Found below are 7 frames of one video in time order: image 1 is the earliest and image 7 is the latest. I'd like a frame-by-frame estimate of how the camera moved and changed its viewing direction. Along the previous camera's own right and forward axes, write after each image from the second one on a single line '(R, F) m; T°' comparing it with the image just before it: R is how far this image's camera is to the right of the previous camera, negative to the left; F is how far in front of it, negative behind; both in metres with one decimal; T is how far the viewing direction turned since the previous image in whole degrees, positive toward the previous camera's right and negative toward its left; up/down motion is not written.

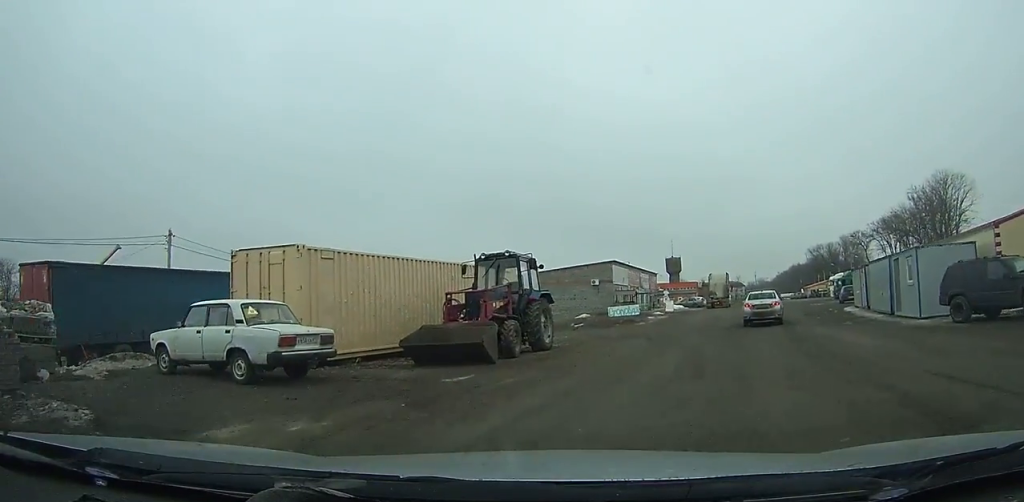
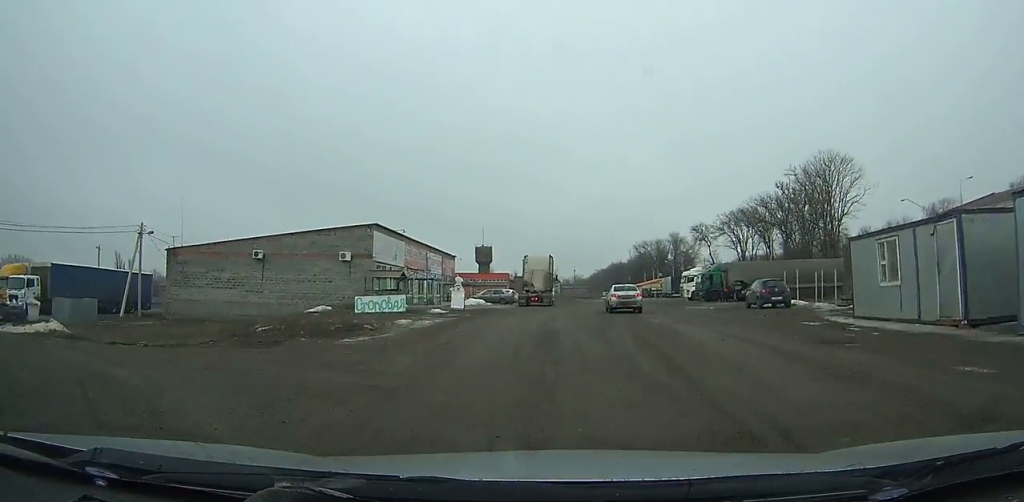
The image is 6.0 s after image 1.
(+2.4, +23.1) m; +10°
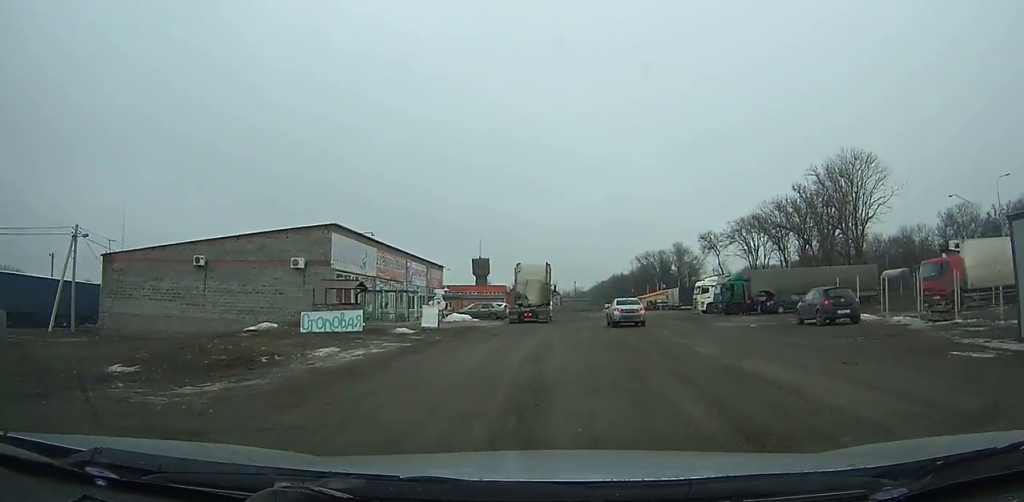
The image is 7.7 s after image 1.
(0.0, +7.2) m; +2°
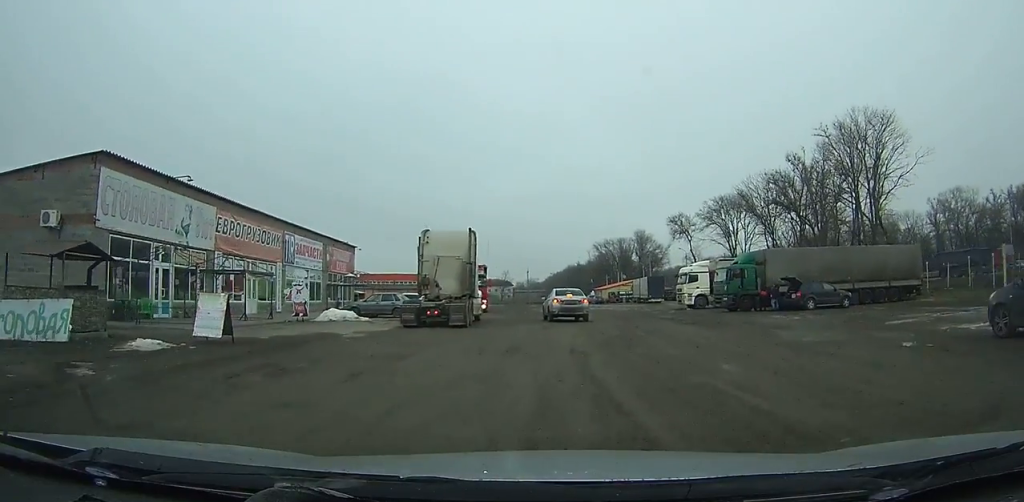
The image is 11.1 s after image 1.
(+0.5, +14.1) m; +3°
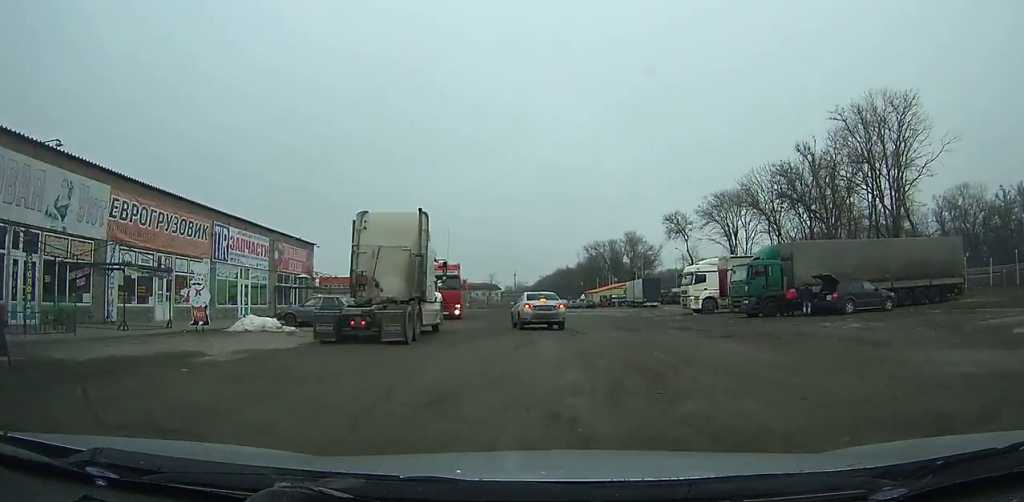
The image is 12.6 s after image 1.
(+0.1, +5.8) m; +1°
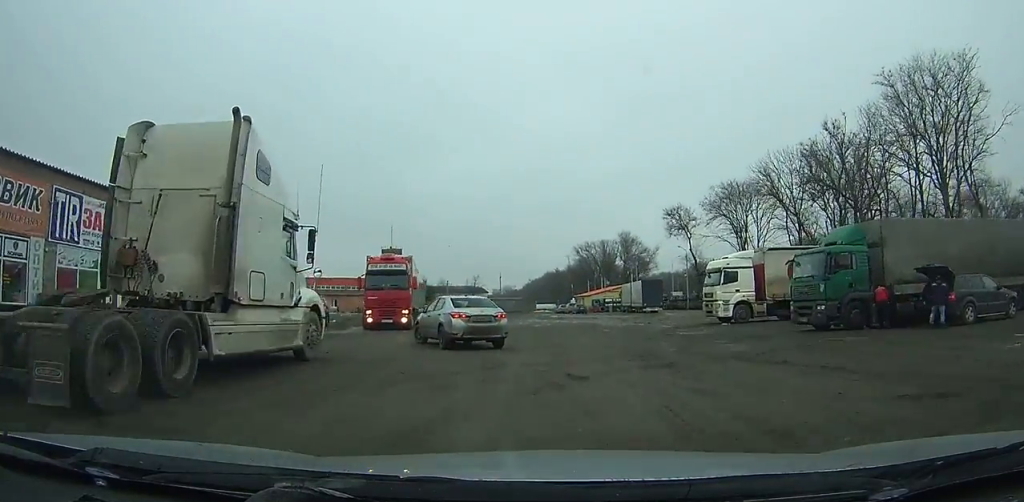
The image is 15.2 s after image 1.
(+0.1, +8.9) m; -1°
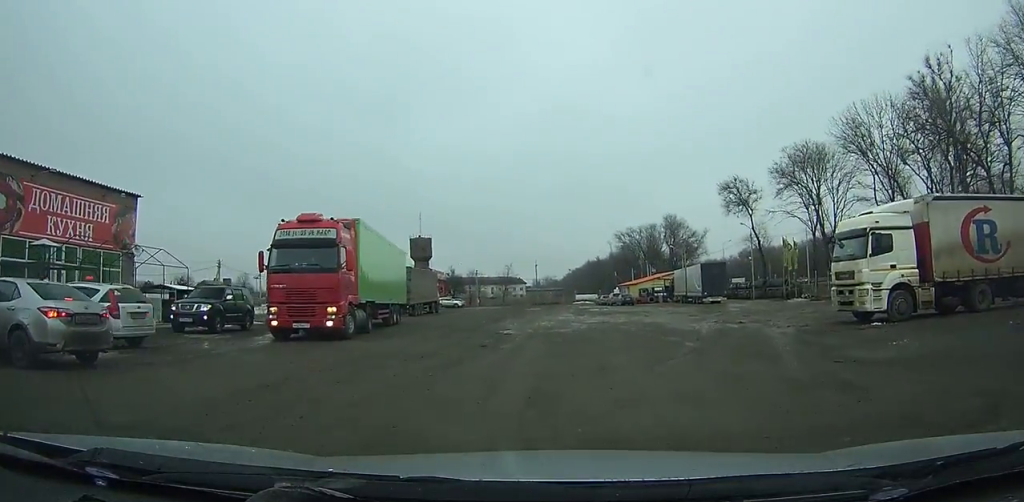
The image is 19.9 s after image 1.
(-0.8, +12.2) m; -13°
